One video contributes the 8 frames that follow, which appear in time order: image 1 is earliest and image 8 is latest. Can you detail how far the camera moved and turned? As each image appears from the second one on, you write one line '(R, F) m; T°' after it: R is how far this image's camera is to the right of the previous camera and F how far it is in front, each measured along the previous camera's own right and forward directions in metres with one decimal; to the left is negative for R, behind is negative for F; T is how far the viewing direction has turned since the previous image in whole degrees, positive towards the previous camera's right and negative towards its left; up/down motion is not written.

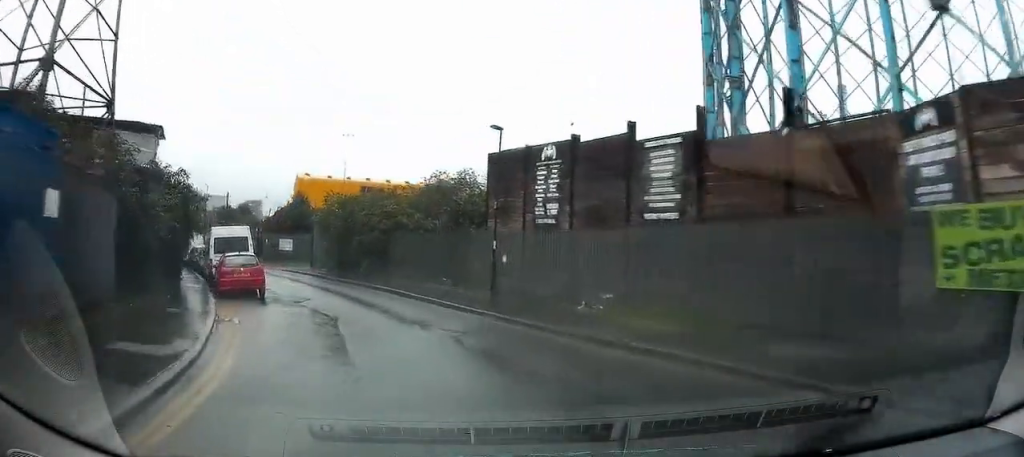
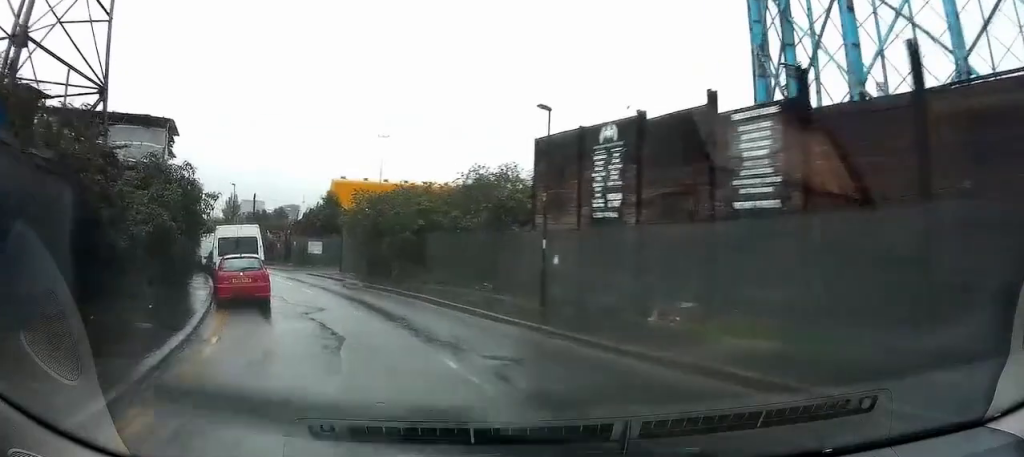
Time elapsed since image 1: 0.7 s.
(-0.1, +3.2) m; -4°
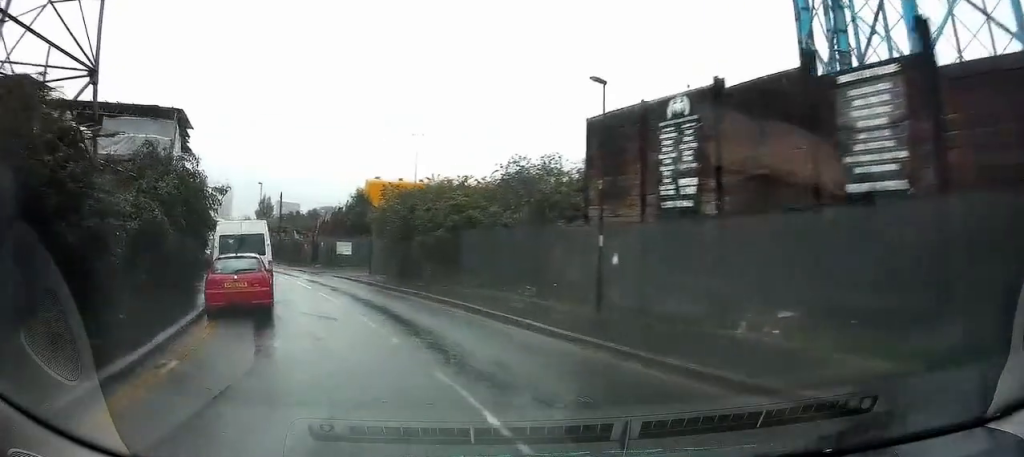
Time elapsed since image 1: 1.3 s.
(0.0, +2.9) m; -4°
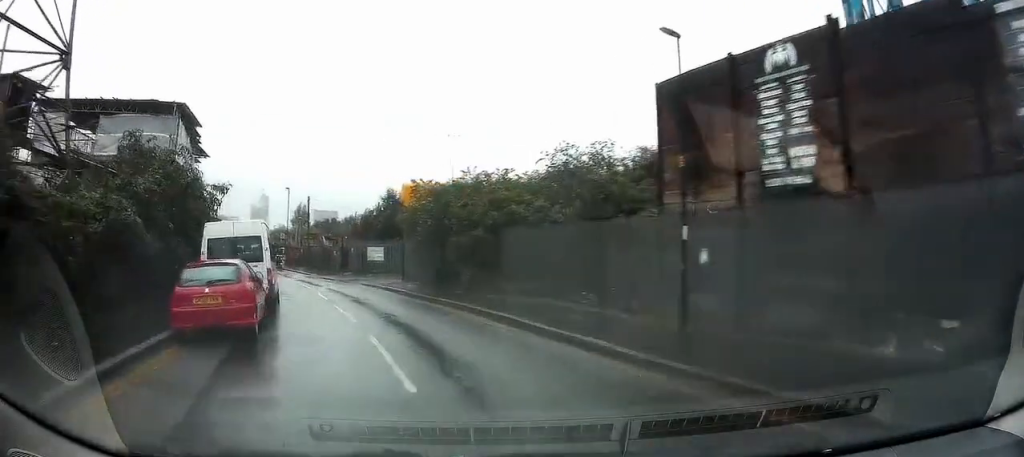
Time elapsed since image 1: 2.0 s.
(-0.2, +3.3) m; -4°
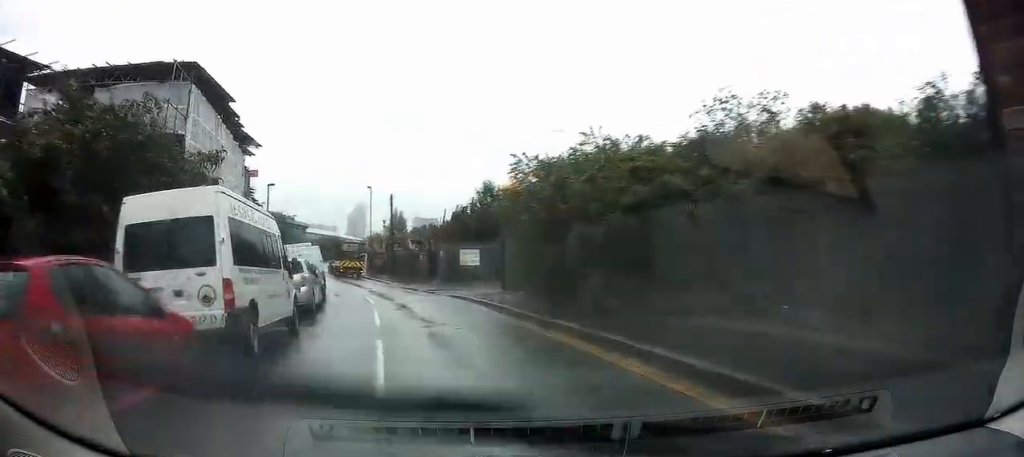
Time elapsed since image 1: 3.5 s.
(-0.4, +7.2) m; -4°
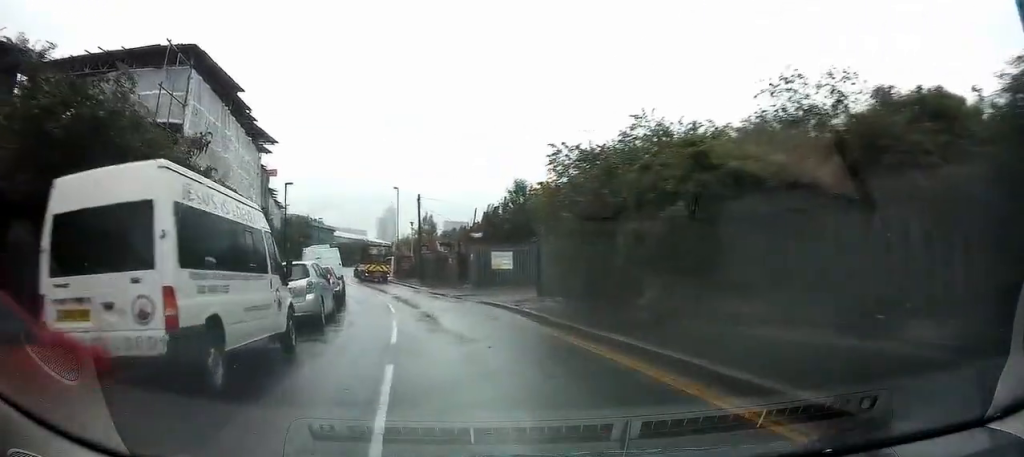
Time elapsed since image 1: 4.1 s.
(0.0, +2.3) m; -6°
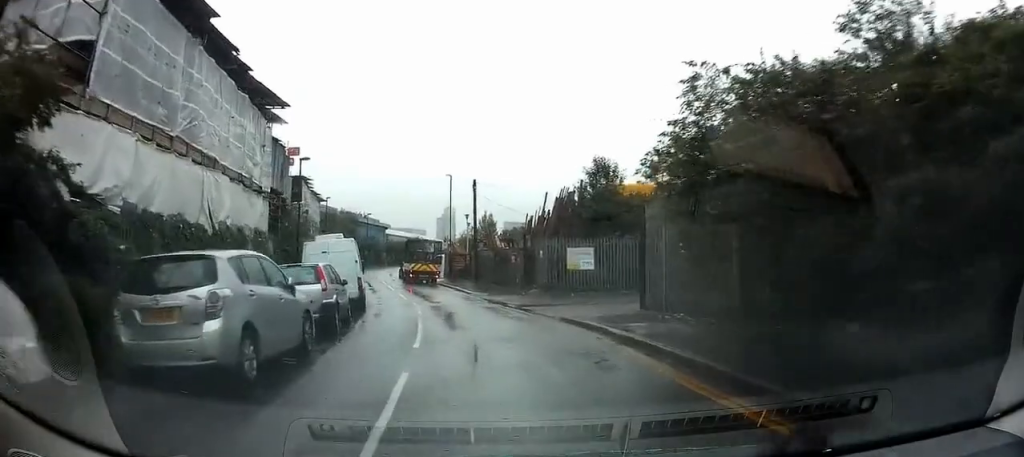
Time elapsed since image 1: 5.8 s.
(-1.3, +7.1) m; -17°
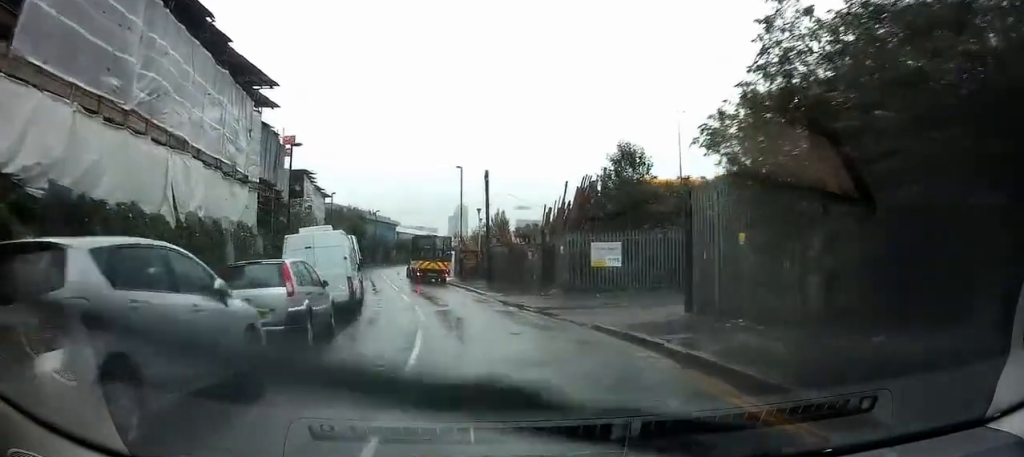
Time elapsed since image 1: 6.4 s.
(0.0, +2.6) m; -1°
